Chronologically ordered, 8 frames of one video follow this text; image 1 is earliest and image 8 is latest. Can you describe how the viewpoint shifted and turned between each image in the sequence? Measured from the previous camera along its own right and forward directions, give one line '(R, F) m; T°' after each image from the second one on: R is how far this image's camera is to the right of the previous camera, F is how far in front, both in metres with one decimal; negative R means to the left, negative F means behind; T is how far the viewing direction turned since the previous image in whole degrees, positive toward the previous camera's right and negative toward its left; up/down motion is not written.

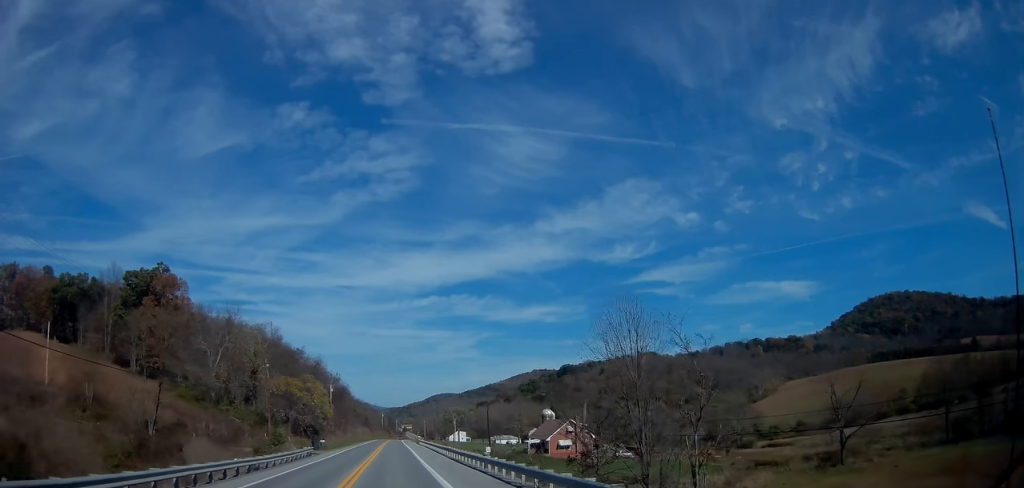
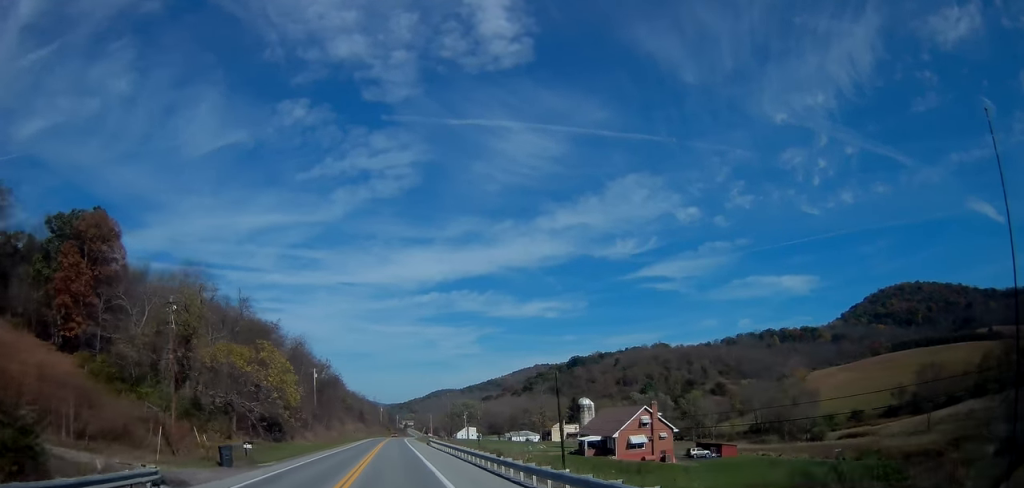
(-0.1, +27.7) m; -1°
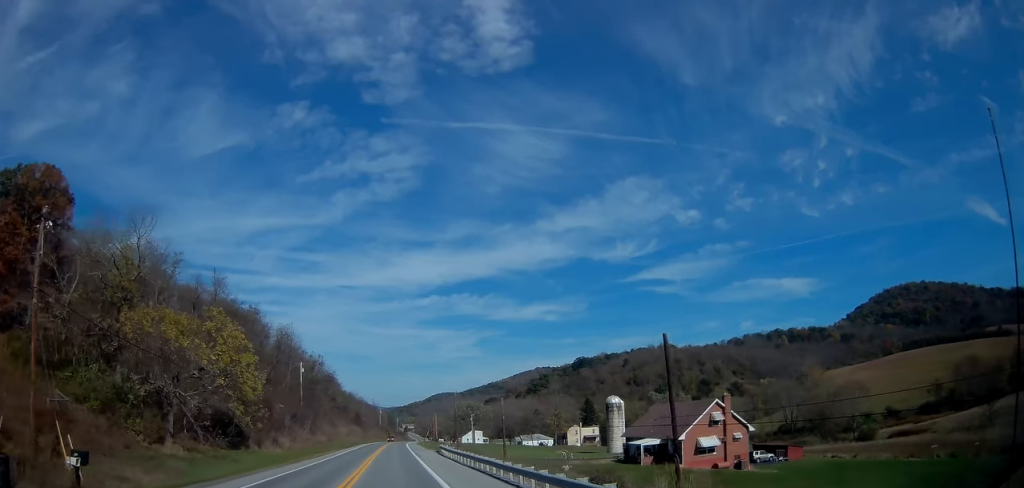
(-0.1, +16.5) m; 0°
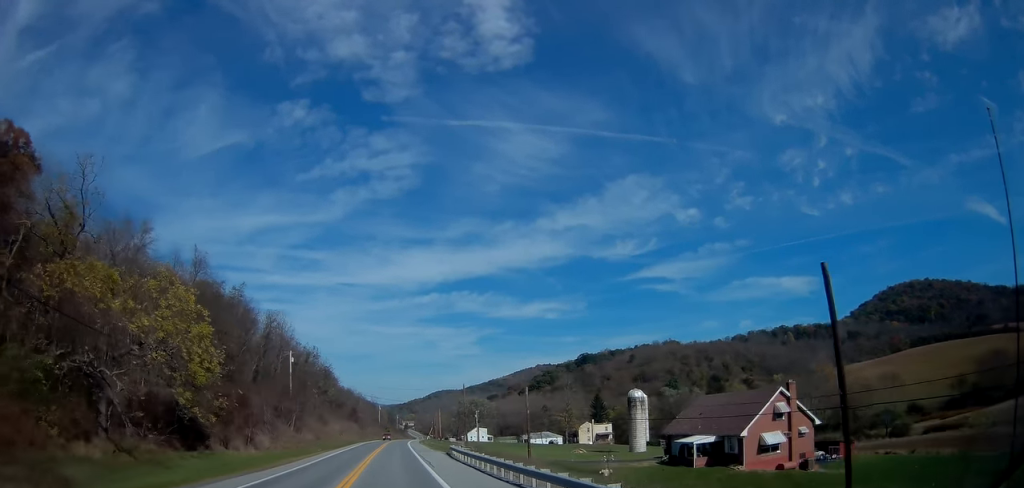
(-0.1, +10.4) m; 0°
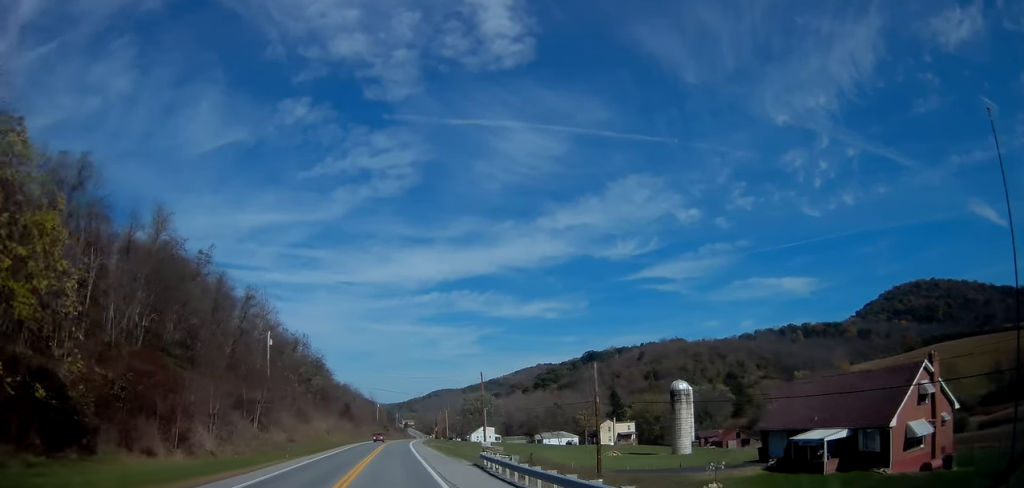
(+0.2, +16.8) m; 0°
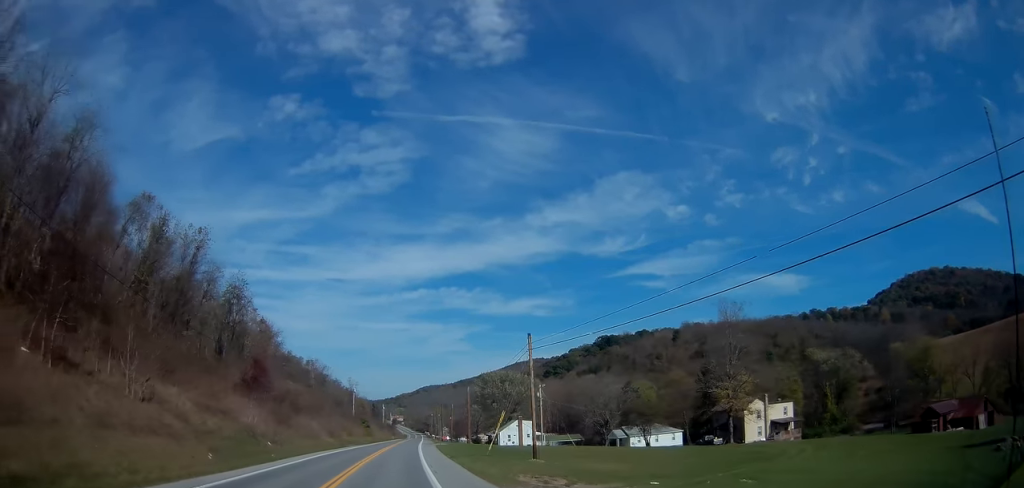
(+0.7, +71.3) m; +1°
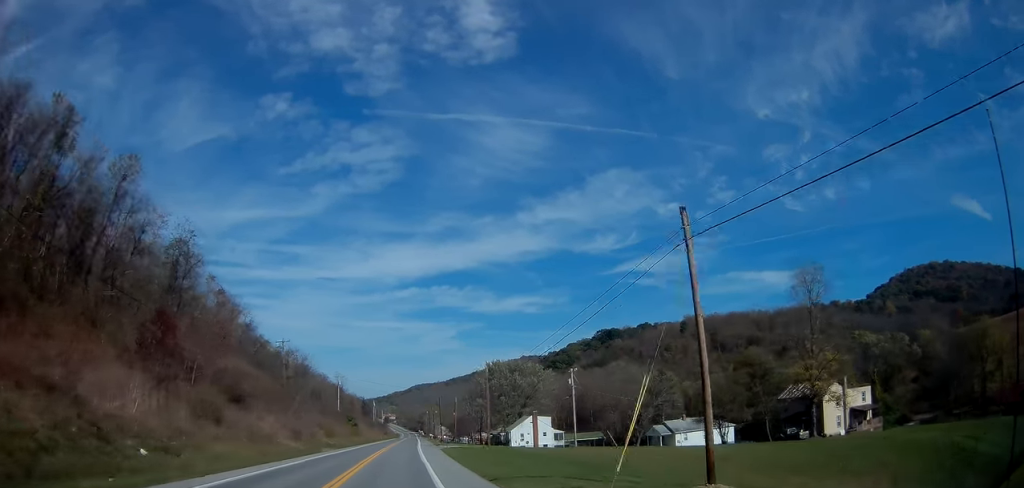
(-0.1, +20.4) m; 0°
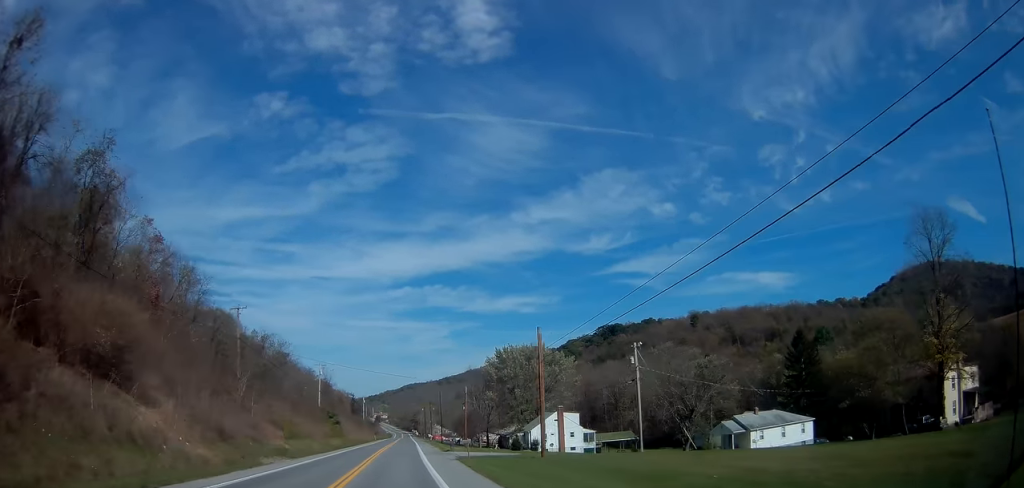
(+0.2, +21.4) m; 0°
